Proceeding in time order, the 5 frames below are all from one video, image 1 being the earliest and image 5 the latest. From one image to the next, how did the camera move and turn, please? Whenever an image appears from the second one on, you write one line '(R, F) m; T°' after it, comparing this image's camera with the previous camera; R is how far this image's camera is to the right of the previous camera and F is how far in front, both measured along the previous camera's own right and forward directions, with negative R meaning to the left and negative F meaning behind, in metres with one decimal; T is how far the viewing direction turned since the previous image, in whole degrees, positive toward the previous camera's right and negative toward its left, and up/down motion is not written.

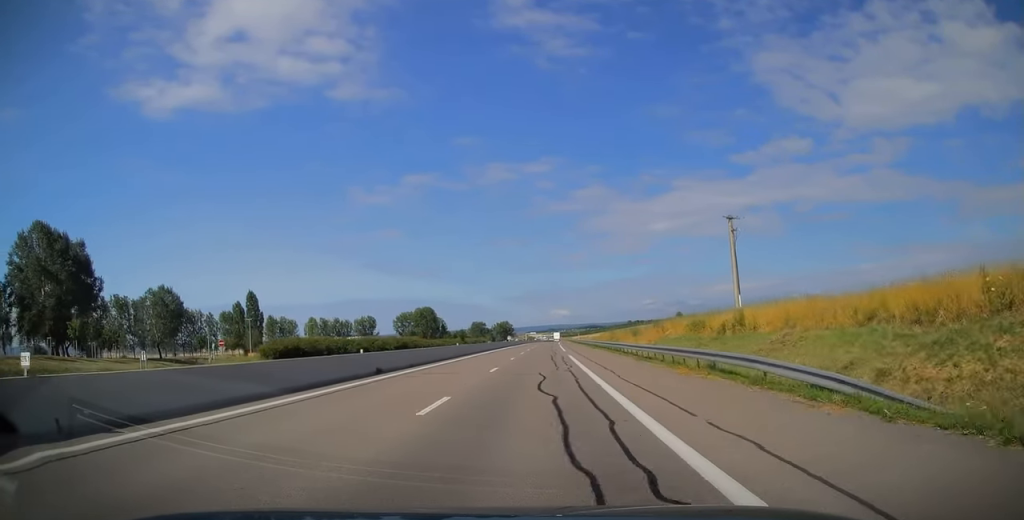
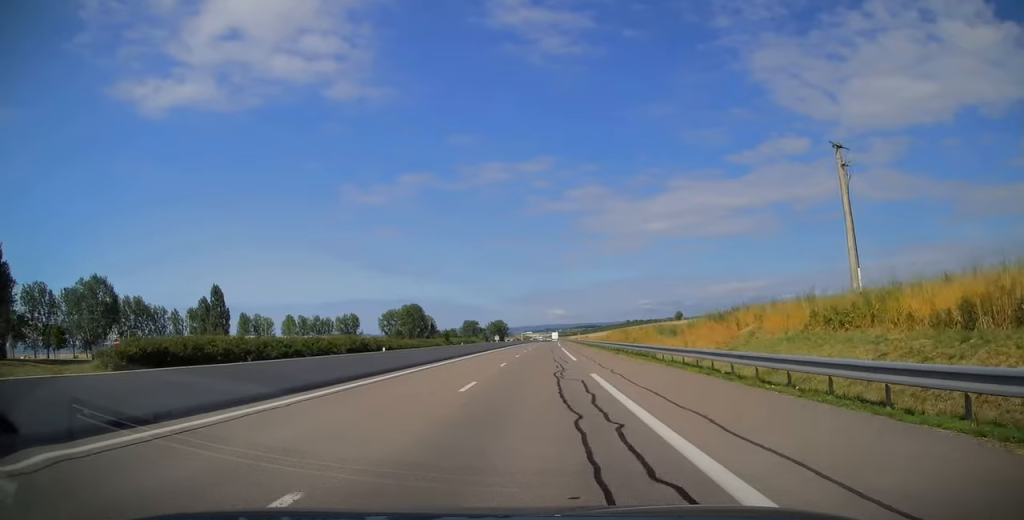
(-0.3, +21.6) m; 0°
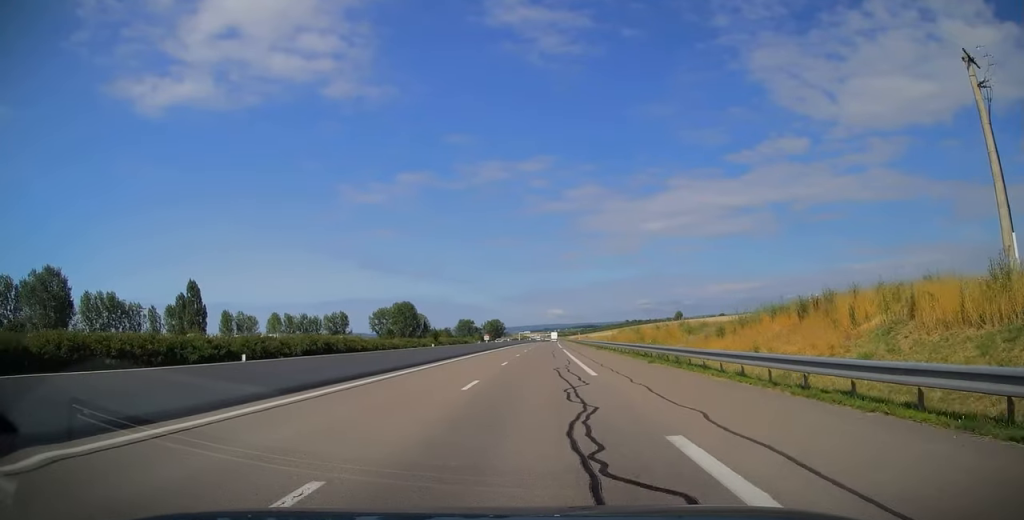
(0.0, +12.8) m; 0°
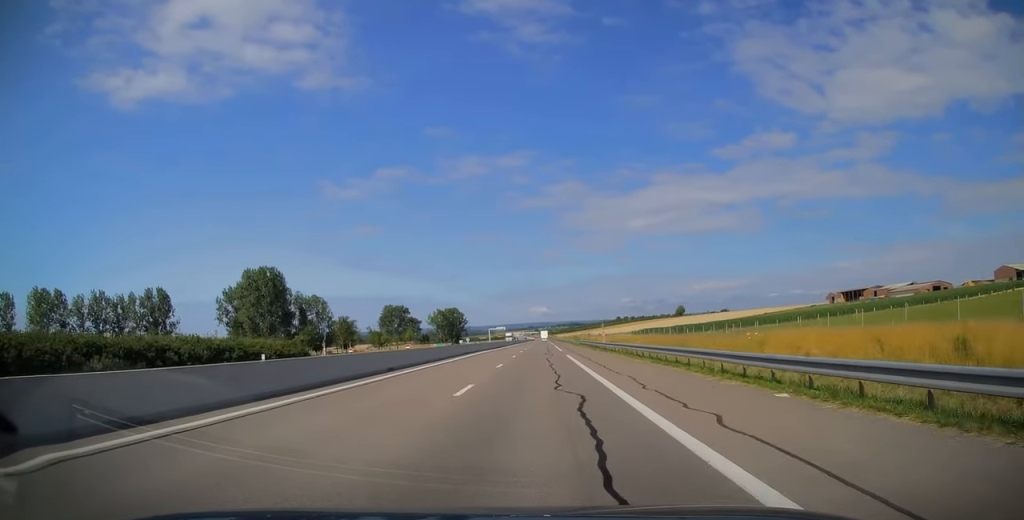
(+1.5, +119.8) m; +2°
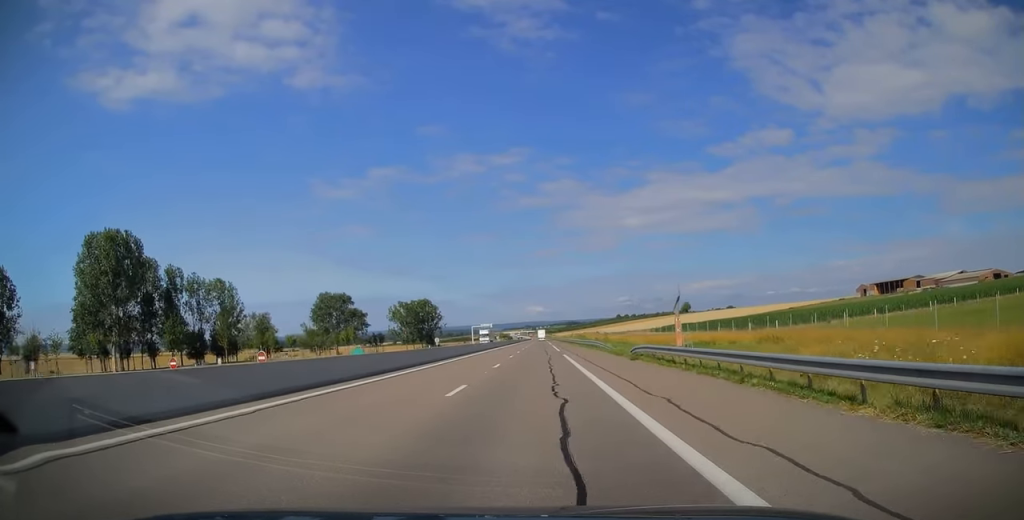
(-0.1, +52.0) m; 0°
